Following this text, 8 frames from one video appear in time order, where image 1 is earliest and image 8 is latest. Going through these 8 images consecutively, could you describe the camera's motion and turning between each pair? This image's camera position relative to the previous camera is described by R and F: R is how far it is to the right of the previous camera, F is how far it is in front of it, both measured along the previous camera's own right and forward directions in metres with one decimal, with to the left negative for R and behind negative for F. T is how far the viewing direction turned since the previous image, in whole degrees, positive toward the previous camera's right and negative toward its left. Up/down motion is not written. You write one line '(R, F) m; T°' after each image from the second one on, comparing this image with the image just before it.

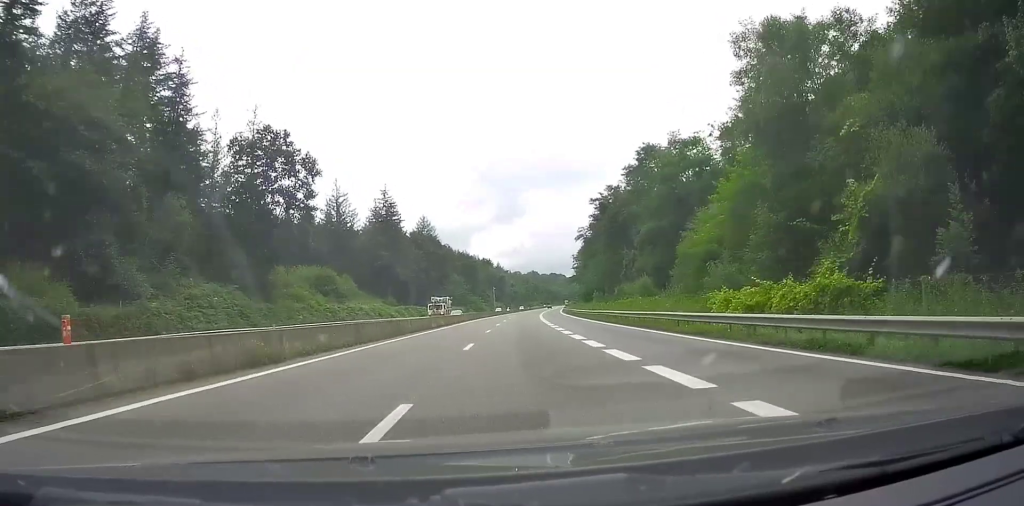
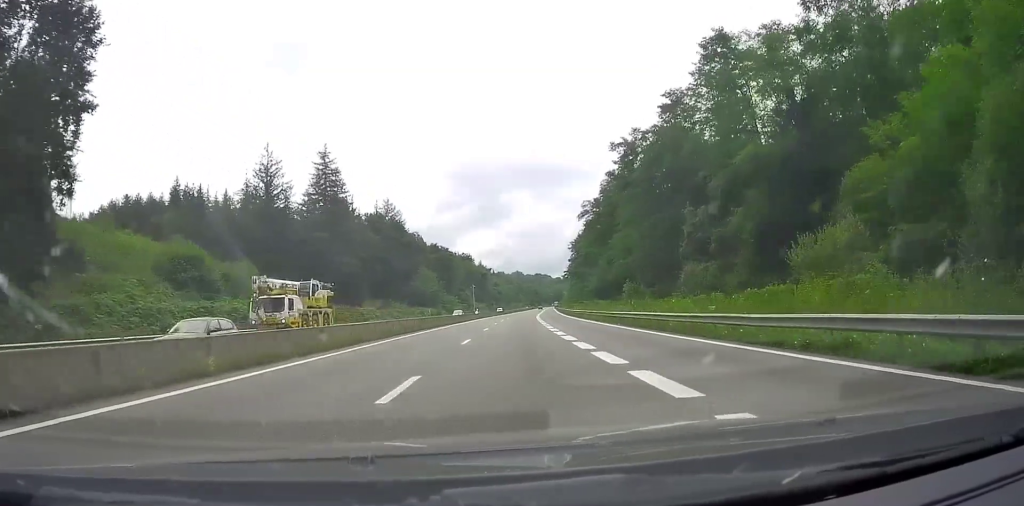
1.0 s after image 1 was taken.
(+0.9, +35.4) m; +2°
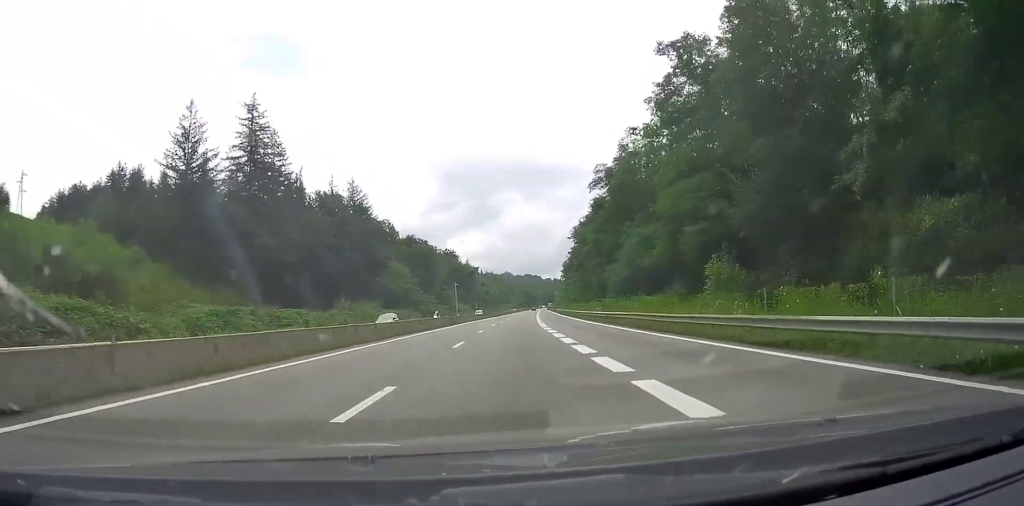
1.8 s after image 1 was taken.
(+0.2, +27.2) m; +1°
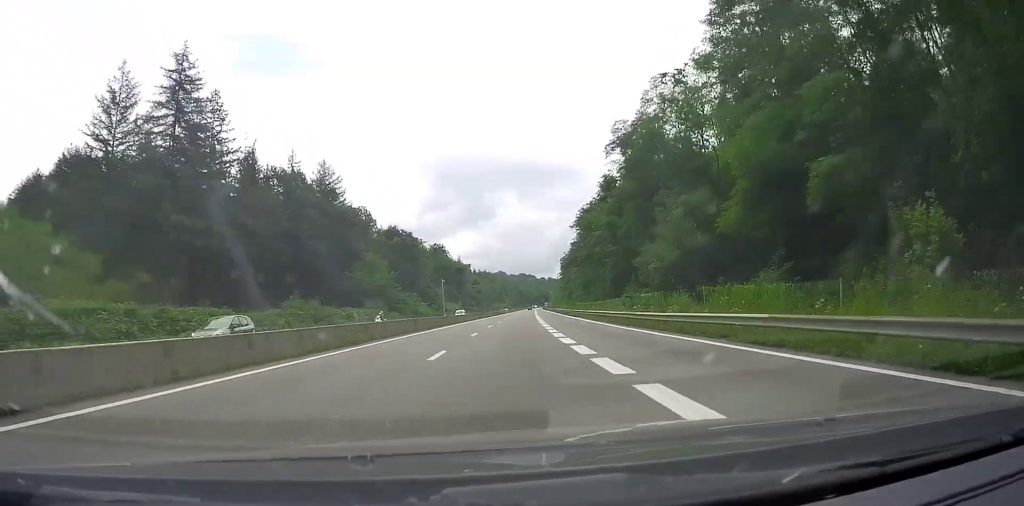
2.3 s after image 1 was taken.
(-0.1, +17.8) m; 0°
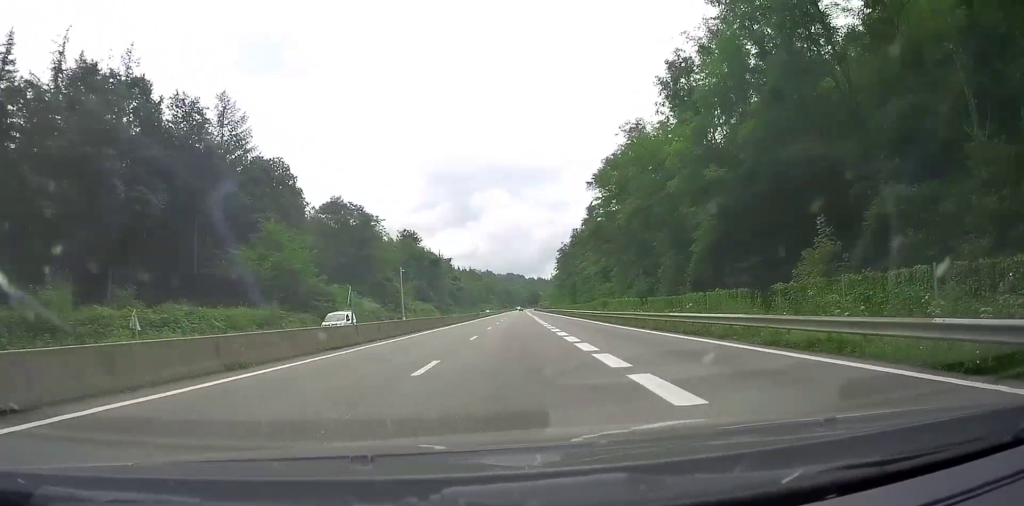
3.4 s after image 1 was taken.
(+0.6, +41.8) m; +1°
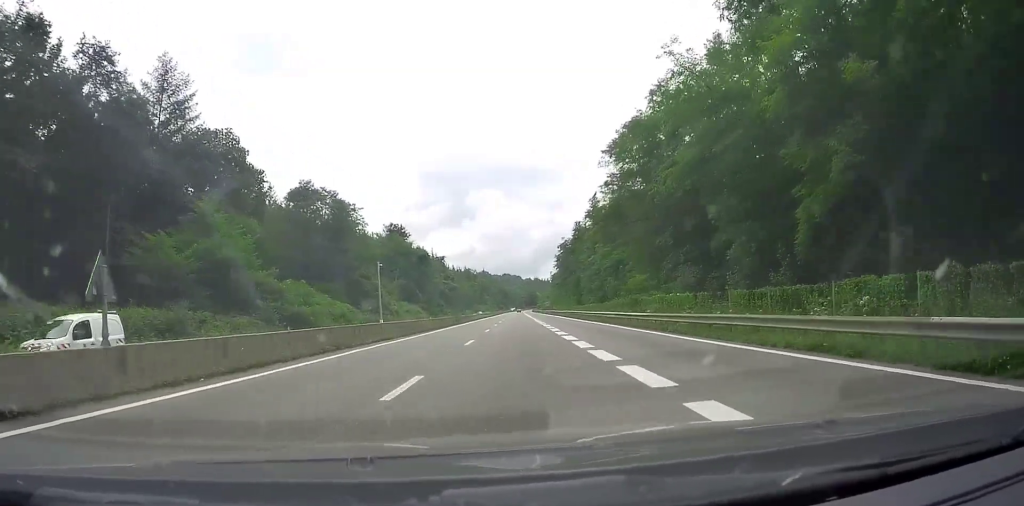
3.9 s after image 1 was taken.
(0.0, +15.7) m; 0°
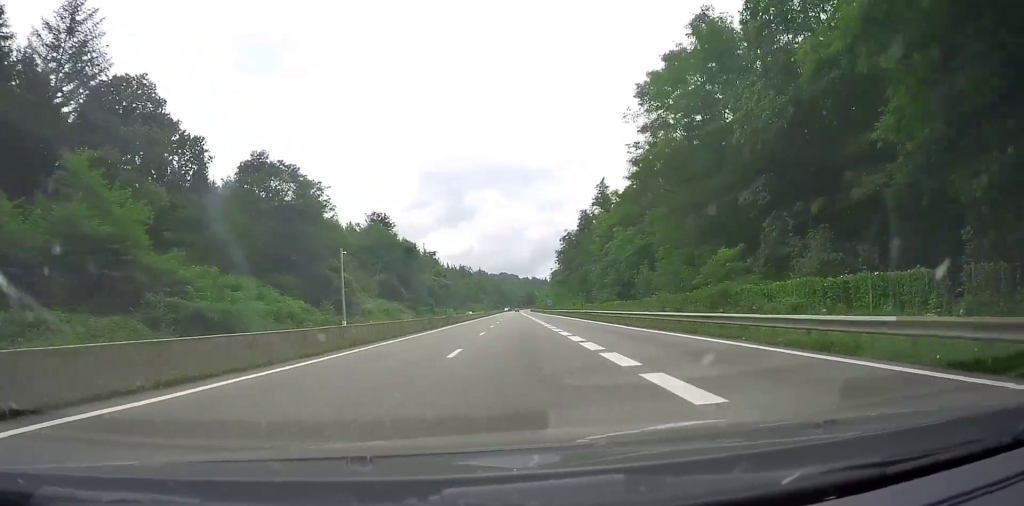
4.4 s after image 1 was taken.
(-0.1, +18.8) m; 0°
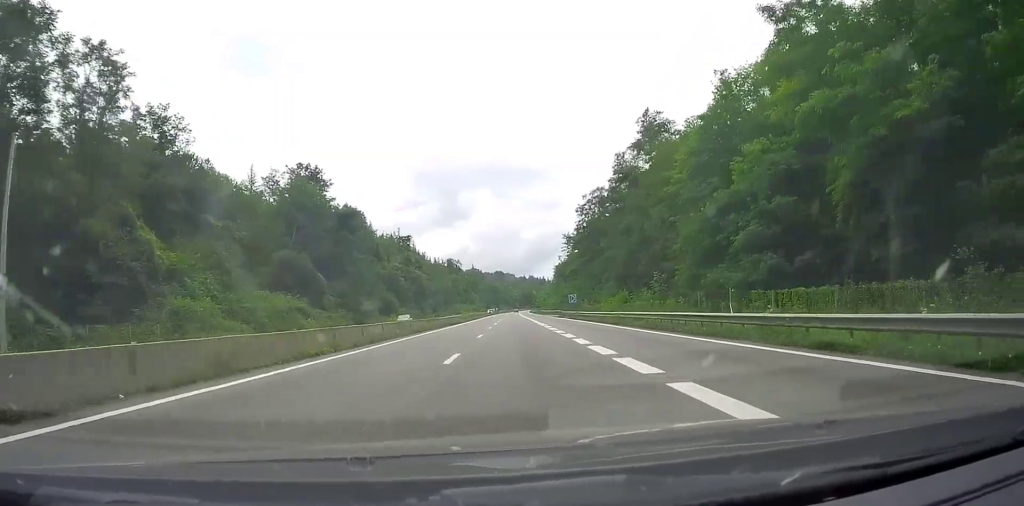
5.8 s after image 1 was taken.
(+0.9, +53.6) m; +1°
